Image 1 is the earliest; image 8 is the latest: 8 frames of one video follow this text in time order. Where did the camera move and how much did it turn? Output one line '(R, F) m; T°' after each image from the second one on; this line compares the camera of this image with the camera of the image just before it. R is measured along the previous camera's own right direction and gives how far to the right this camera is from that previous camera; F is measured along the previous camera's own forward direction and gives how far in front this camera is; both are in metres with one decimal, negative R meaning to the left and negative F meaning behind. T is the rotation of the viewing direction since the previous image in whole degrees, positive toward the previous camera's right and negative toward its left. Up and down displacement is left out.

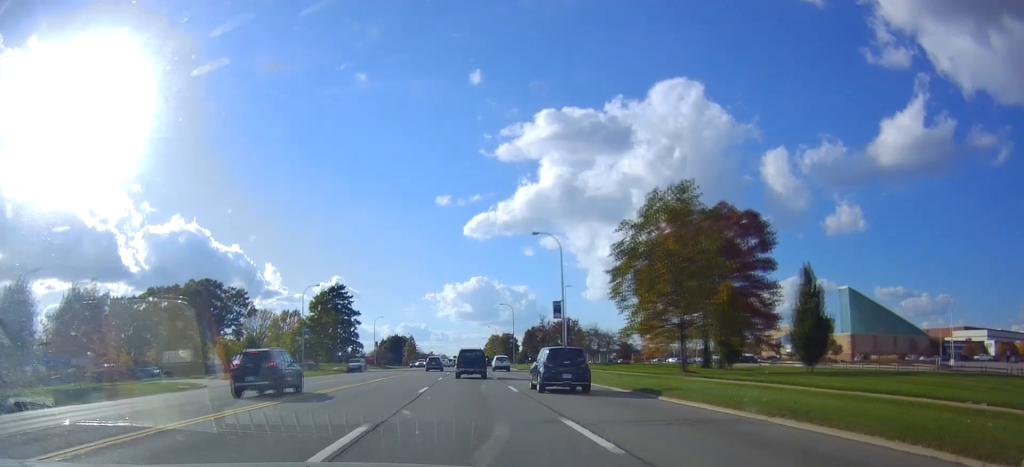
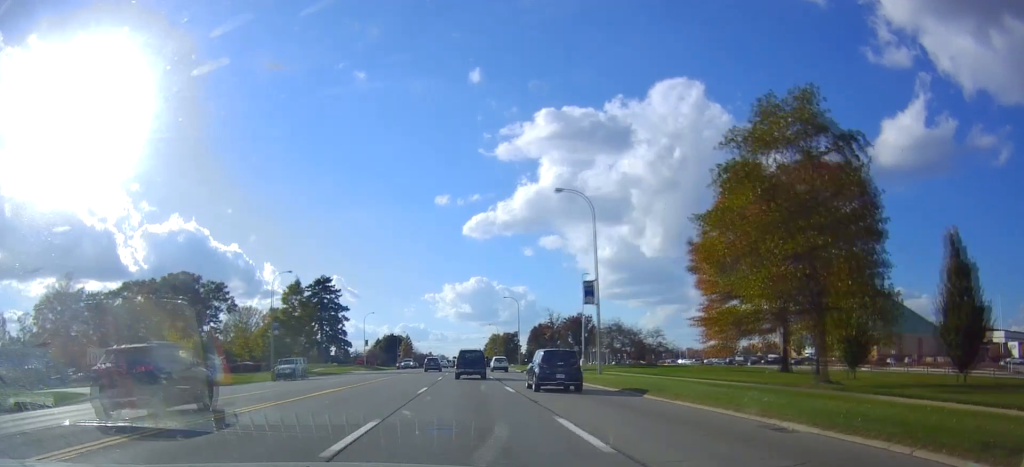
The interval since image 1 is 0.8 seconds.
(+0.3, +13.9) m; 0°
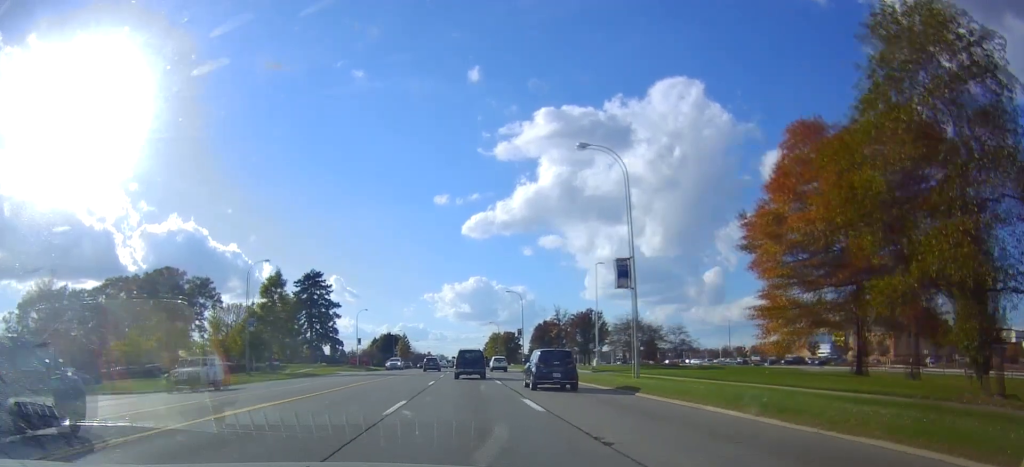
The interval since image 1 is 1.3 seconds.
(-0.3, +8.5) m; 0°
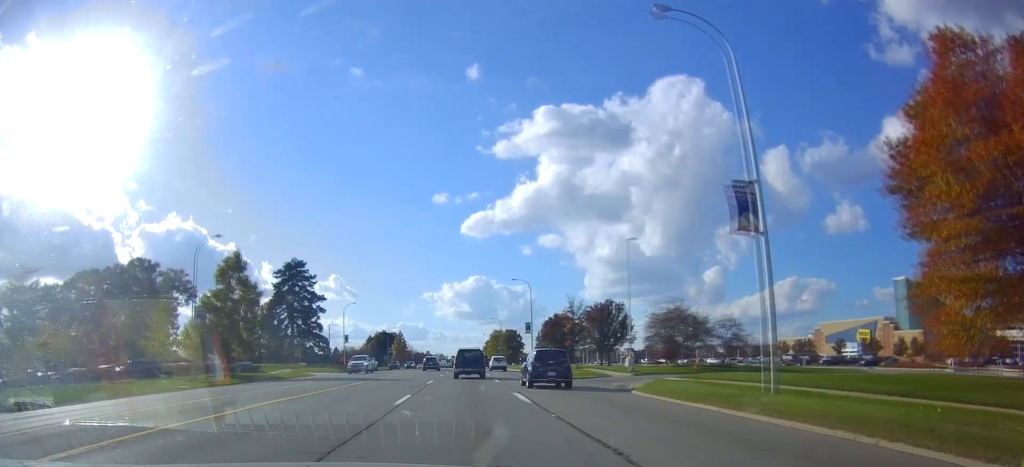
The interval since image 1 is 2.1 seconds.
(+0.1, +13.7) m; +1°
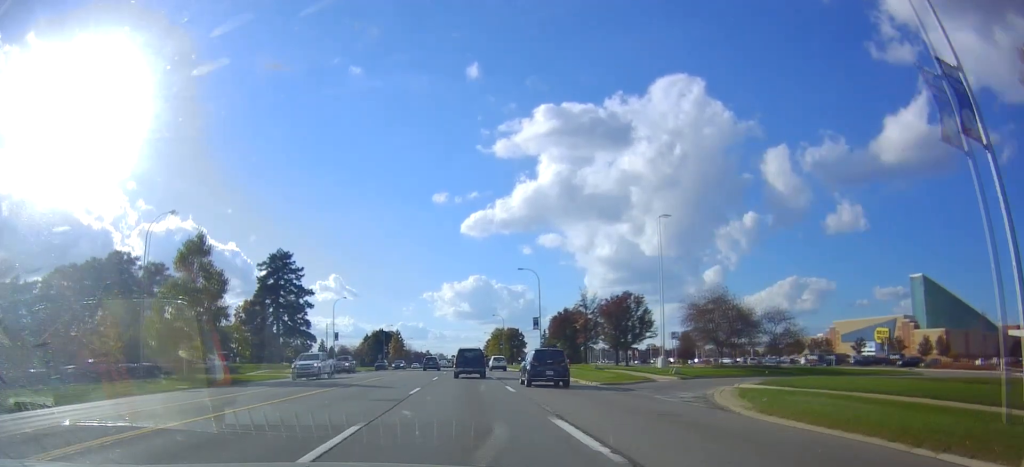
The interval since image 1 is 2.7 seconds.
(+0.2, +9.2) m; +1°
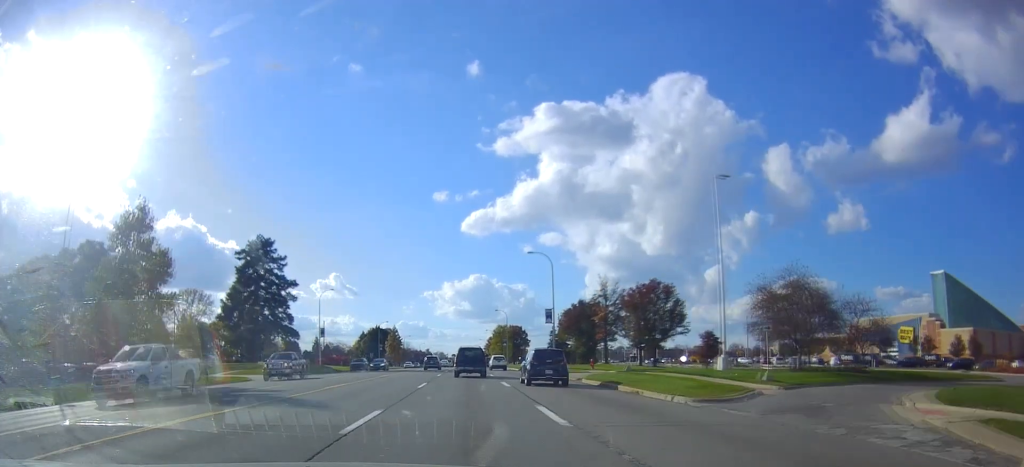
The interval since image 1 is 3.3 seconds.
(0.0, +11.1) m; 0°
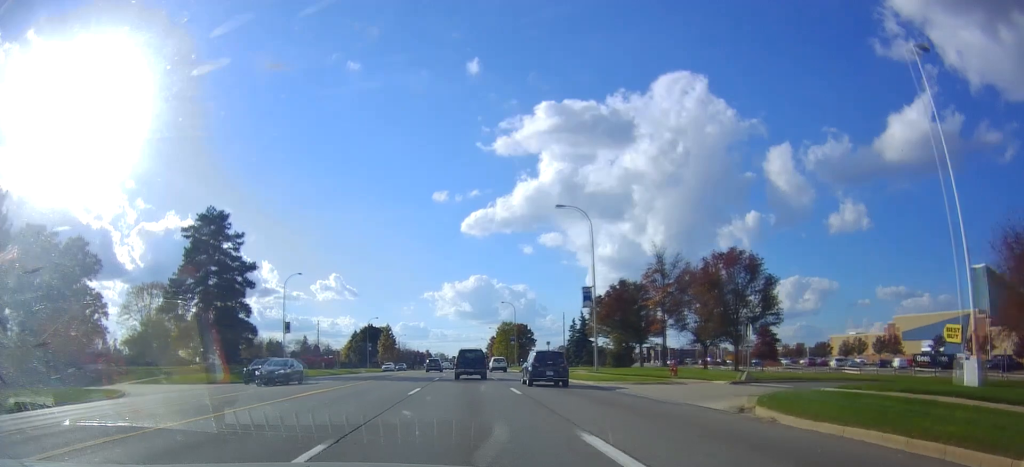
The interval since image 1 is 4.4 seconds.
(0.0, +19.8) m; -1°
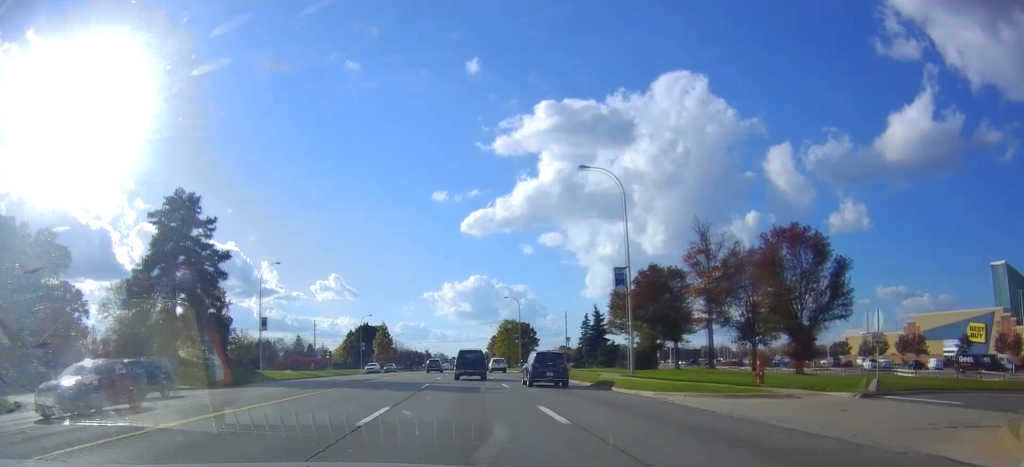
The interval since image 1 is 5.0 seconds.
(-0.1, +9.3) m; -1°
